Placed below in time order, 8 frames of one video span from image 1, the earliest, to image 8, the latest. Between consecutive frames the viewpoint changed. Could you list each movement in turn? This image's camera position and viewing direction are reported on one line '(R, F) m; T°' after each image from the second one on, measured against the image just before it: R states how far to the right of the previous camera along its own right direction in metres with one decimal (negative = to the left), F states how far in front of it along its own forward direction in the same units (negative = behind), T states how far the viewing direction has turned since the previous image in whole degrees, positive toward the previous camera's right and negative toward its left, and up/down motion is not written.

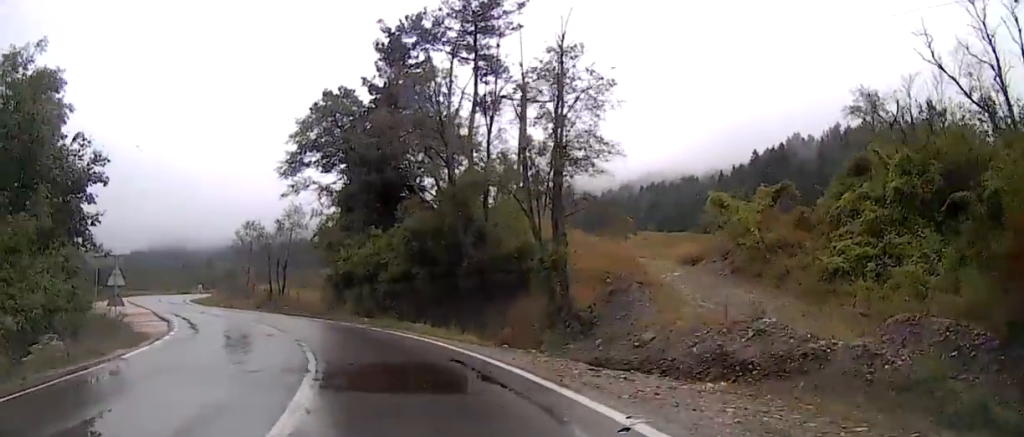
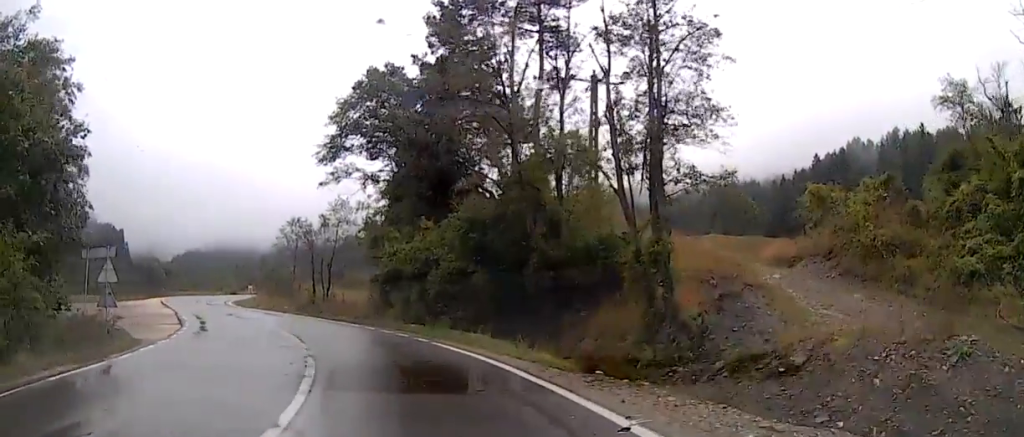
(-0.2, +5.1) m; -5°
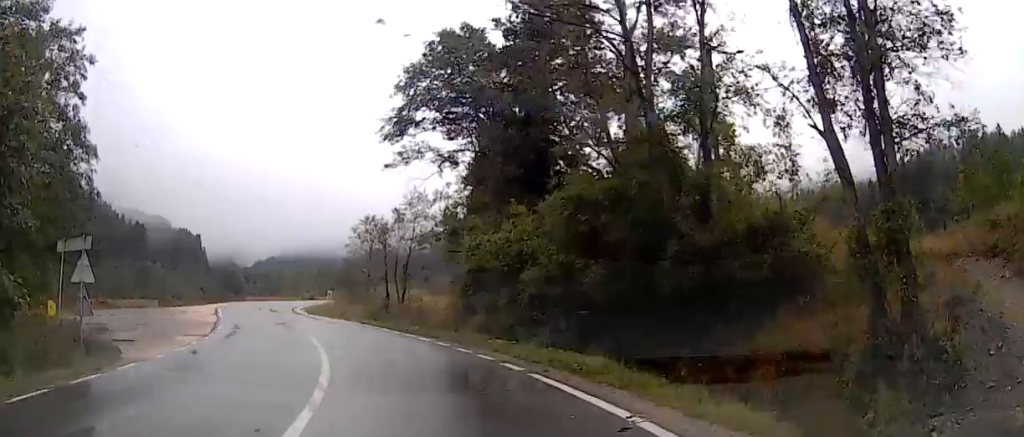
(+0.1, +6.7) m; -7°
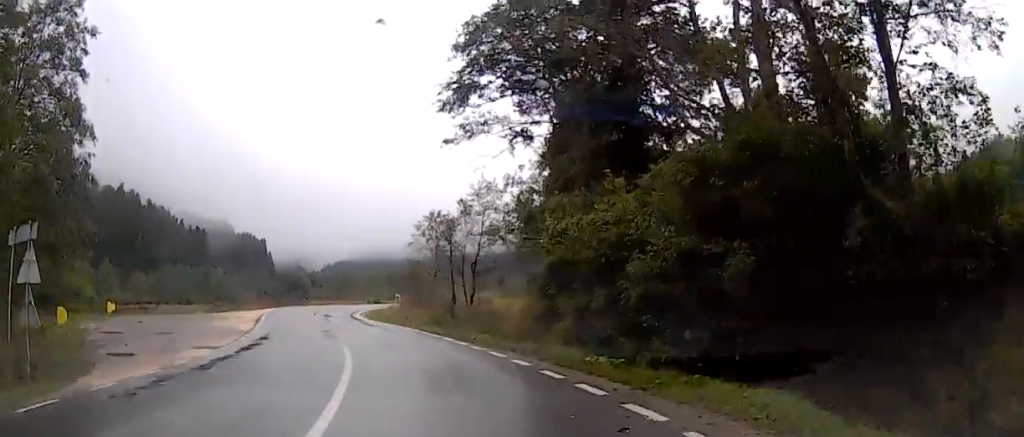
(-0.5, +4.9) m; -5°
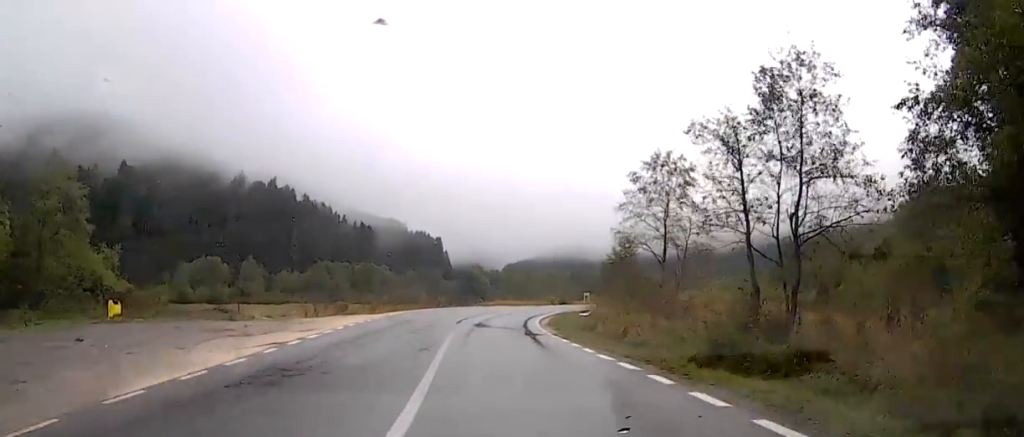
(-2.7, +20.4) m; -6°
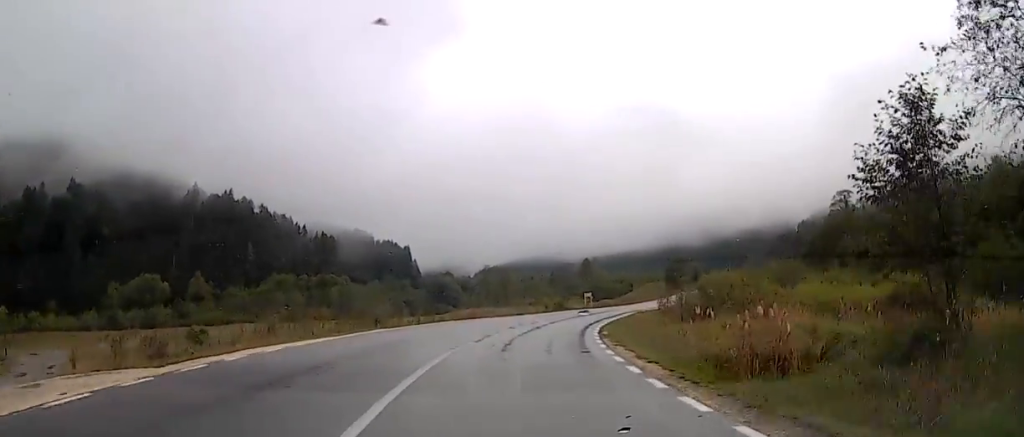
(+0.7, +25.2) m; +3°
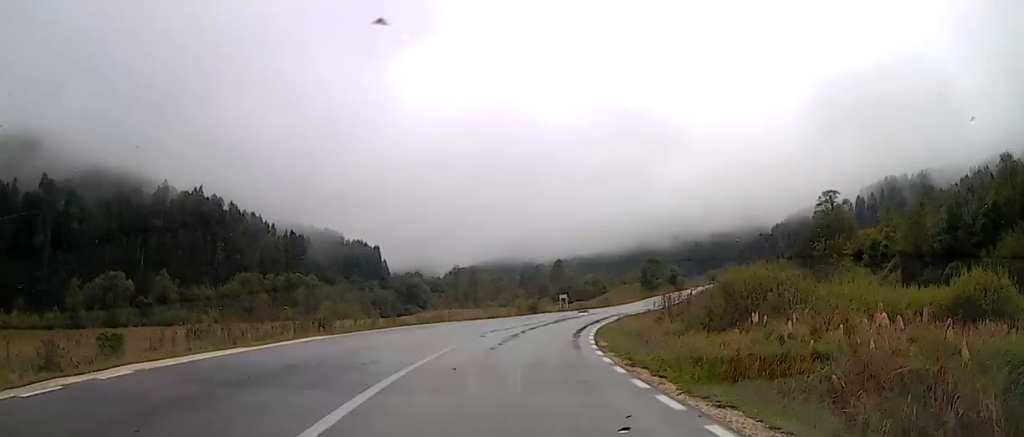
(-0.1, +4.9) m; +1°
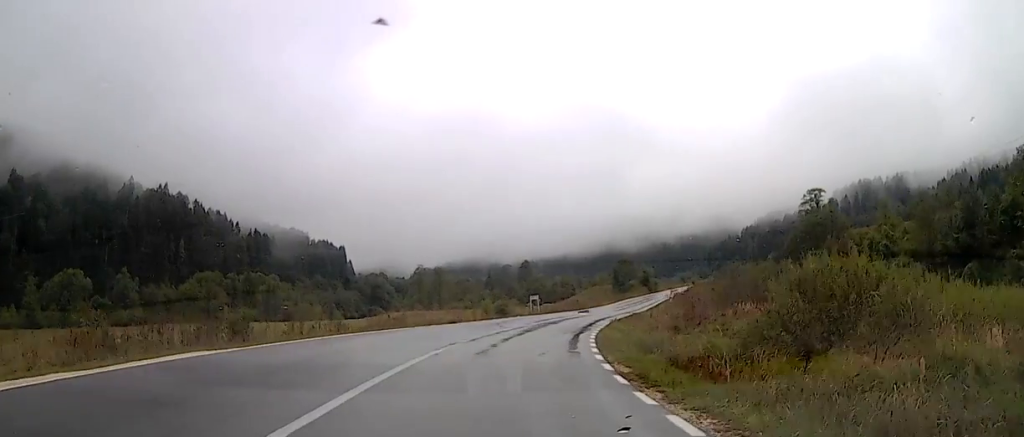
(+0.2, +6.1) m; +3°
